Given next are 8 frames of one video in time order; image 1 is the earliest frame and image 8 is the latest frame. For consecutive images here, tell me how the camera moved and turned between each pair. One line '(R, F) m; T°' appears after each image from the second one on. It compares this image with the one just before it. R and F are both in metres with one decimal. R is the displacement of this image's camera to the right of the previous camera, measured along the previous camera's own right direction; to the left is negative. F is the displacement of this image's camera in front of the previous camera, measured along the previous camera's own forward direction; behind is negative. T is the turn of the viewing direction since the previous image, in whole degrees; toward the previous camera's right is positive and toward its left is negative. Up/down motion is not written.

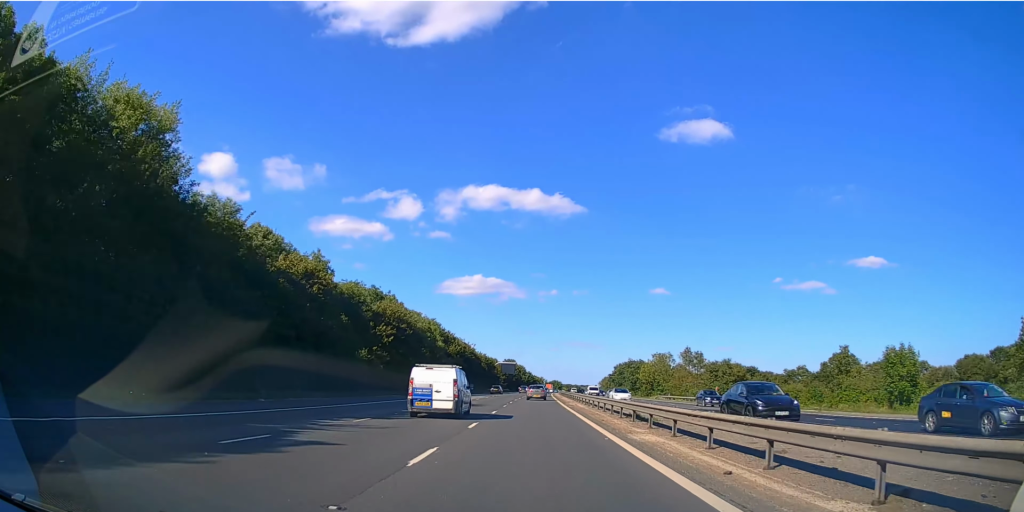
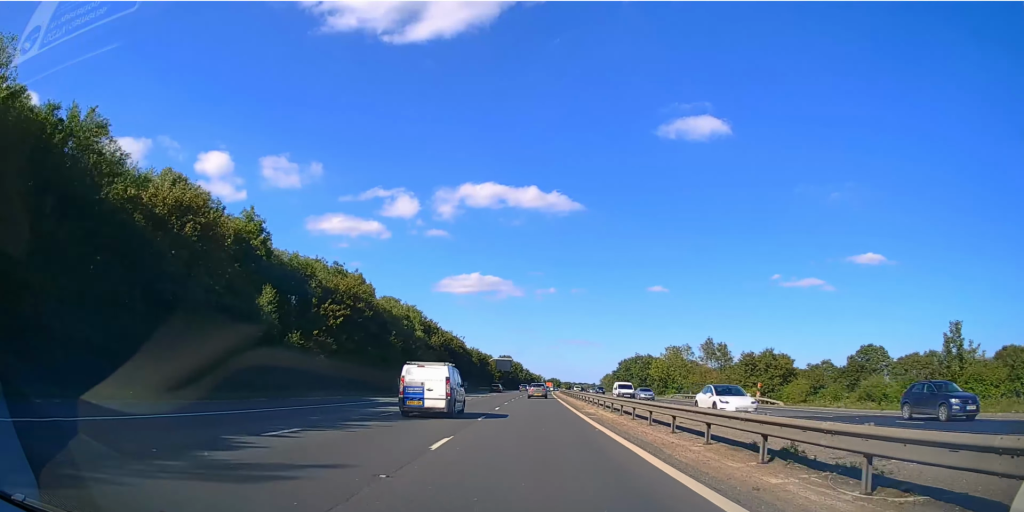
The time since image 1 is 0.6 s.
(0.0, +11.9) m; 0°
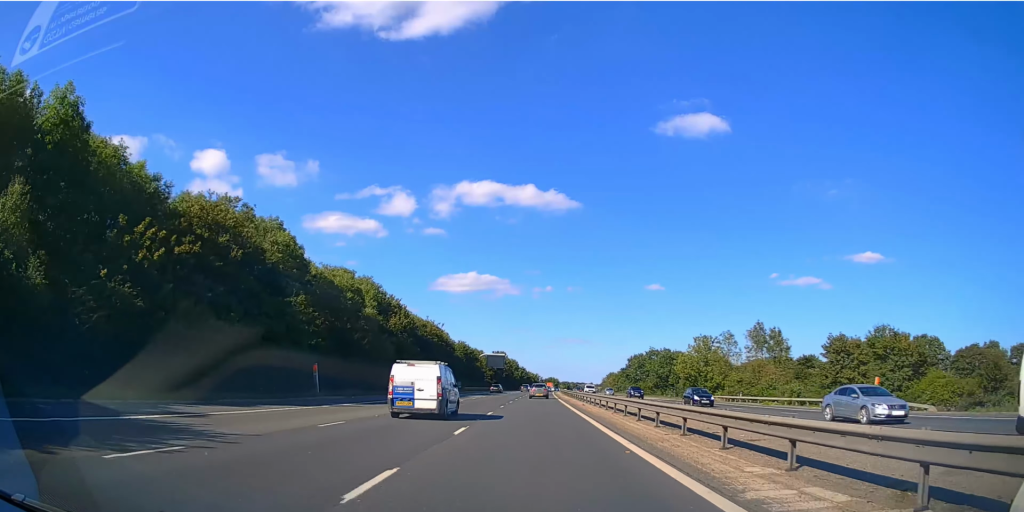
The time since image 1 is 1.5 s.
(+0.1, +20.3) m; 0°
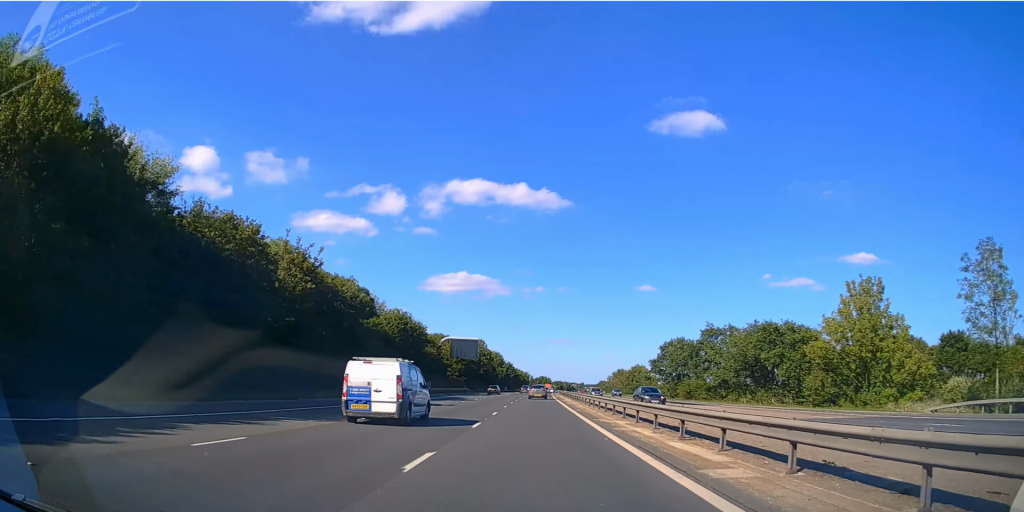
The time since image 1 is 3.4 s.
(0.0, +48.1) m; +1°
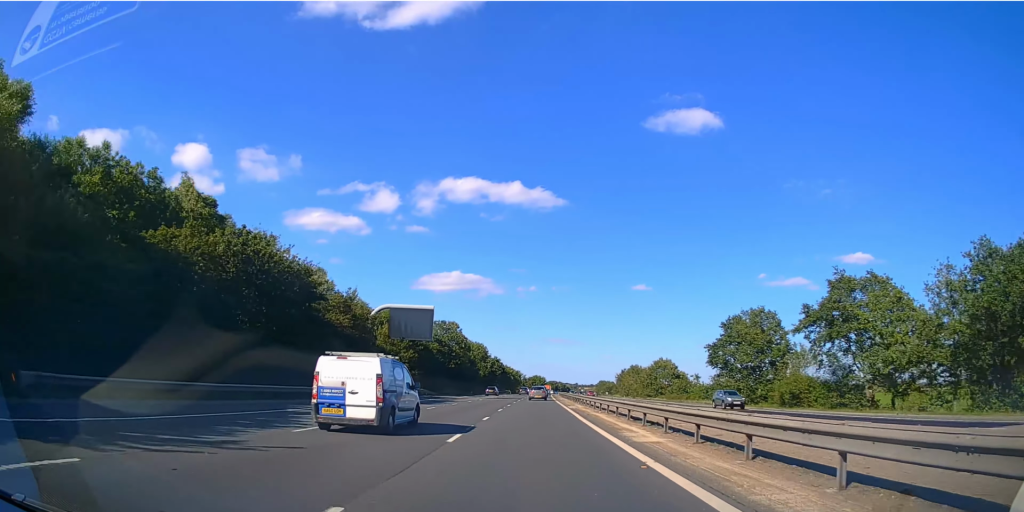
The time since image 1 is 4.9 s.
(+0.5, +37.9) m; +1°
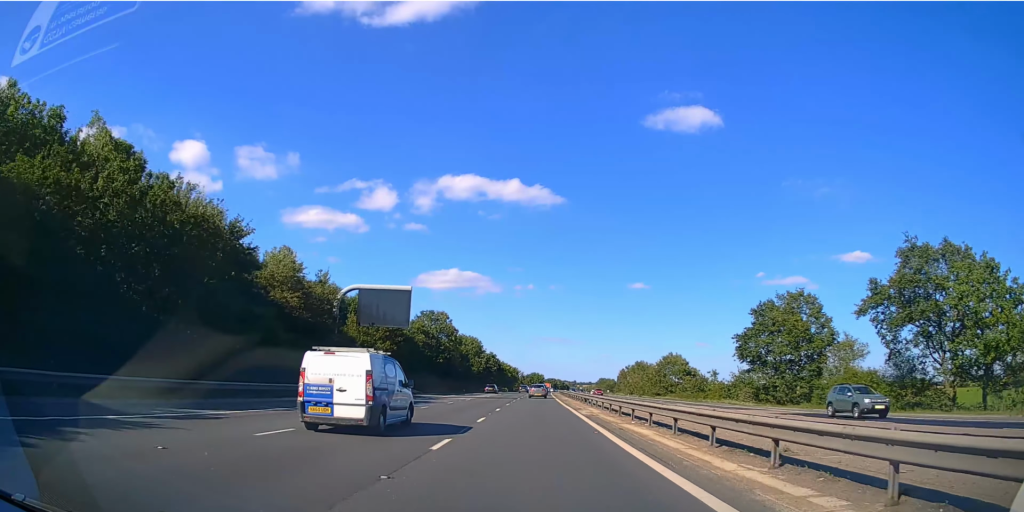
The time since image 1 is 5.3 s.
(-0.1, +10.6) m; 0°
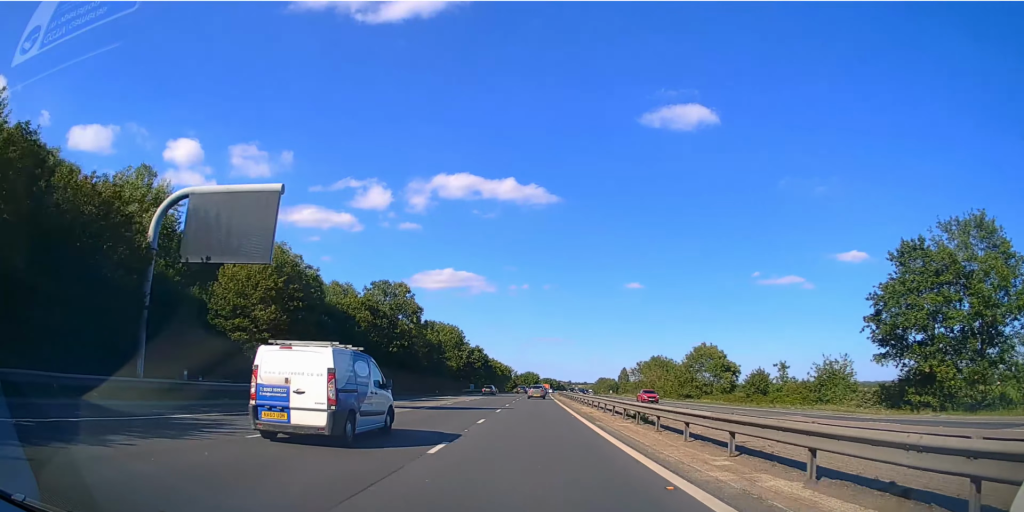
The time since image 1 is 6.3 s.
(+0.1, +26.8) m; +1°
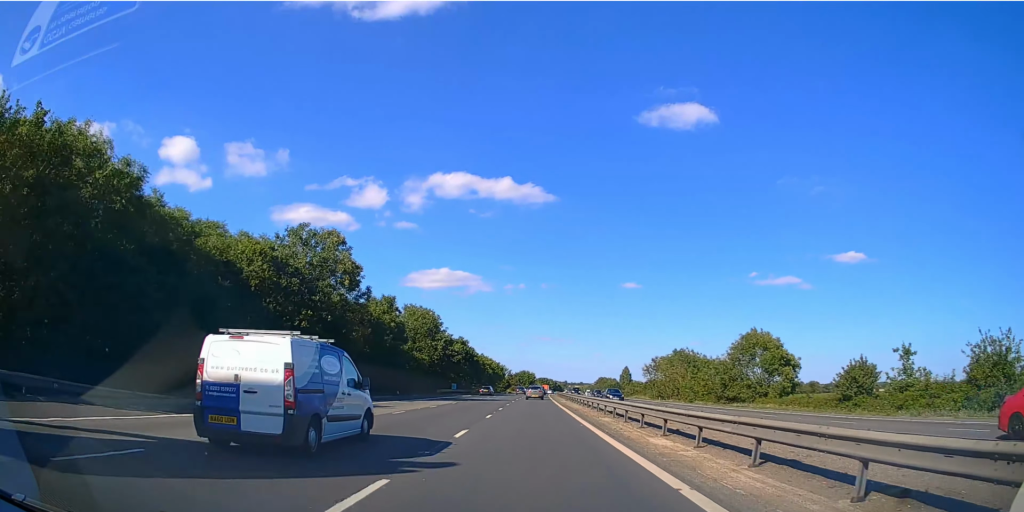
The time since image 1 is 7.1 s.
(+0.2, +22.7) m; 0°
